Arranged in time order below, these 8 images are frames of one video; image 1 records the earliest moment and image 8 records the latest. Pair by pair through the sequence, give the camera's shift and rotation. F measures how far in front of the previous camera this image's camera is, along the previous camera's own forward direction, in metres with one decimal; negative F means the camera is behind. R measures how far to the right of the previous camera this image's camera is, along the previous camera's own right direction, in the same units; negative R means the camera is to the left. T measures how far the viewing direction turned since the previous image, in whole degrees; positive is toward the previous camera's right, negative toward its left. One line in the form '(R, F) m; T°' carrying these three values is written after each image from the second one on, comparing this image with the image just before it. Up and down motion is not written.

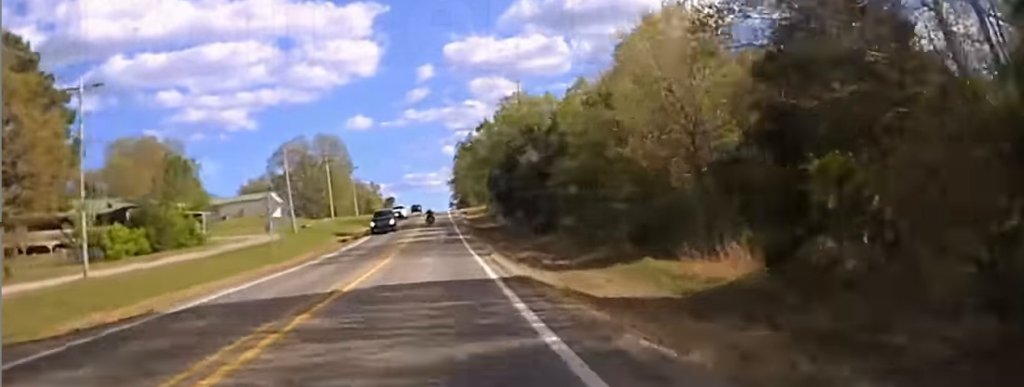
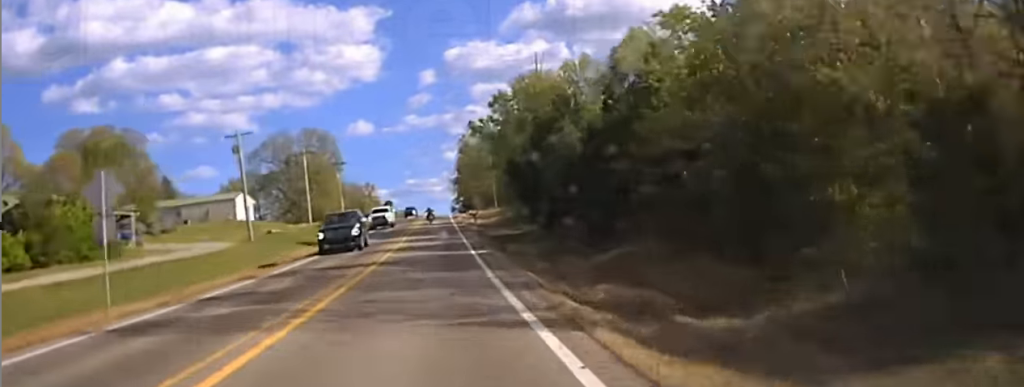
(0.0, +24.6) m; 0°
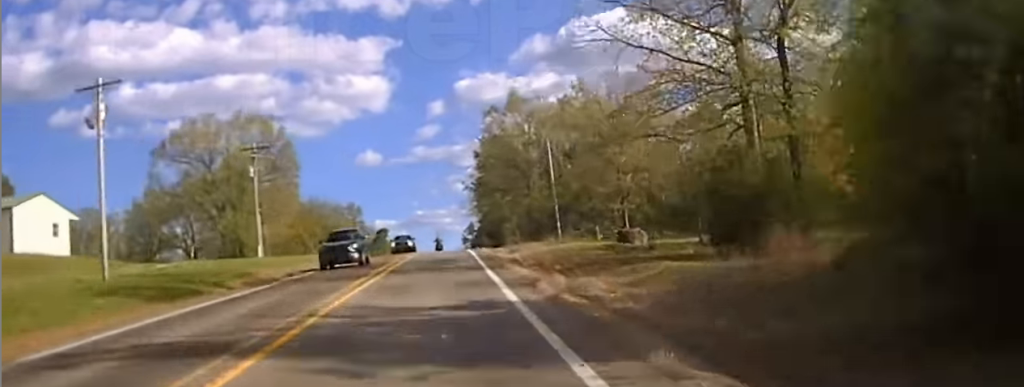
(0.0, +61.4) m; 0°
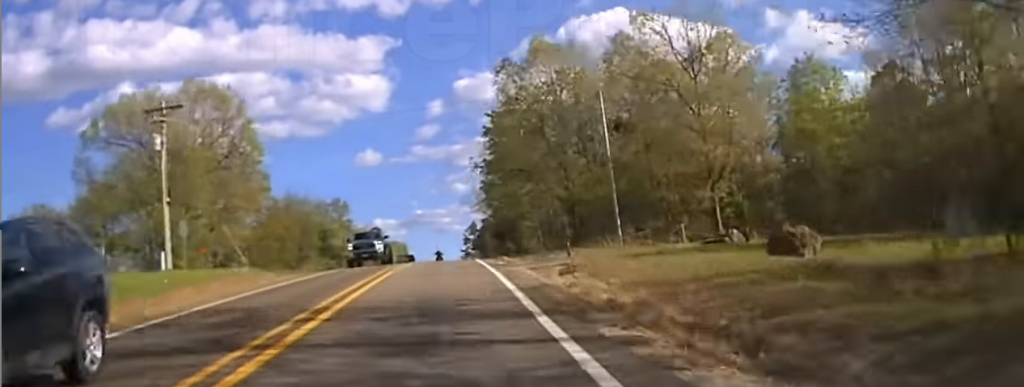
(0.0, +18.8) m; 0°
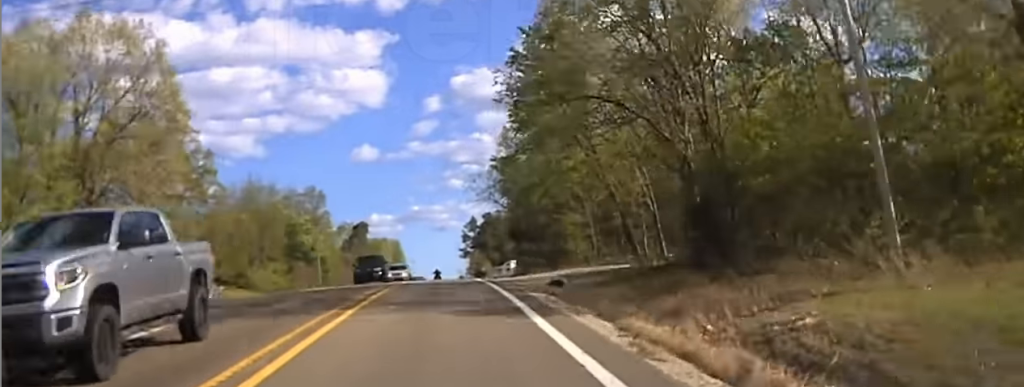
(0.0, +21.4) m; 0°
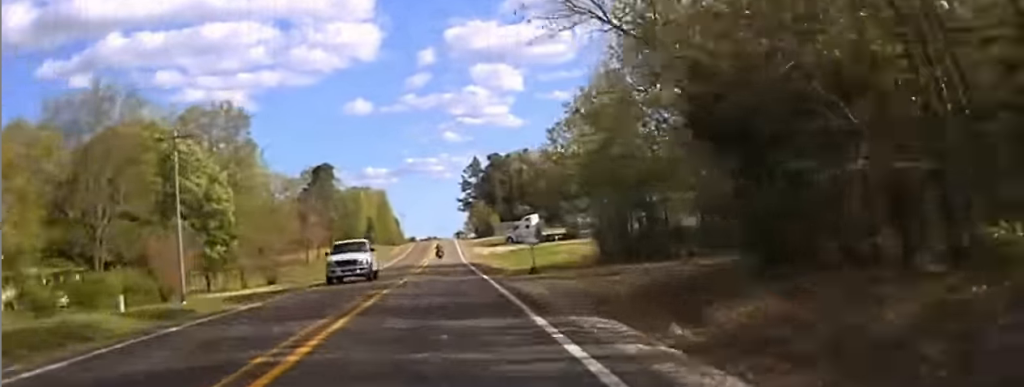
(+0.1, +43.8) m; +1°
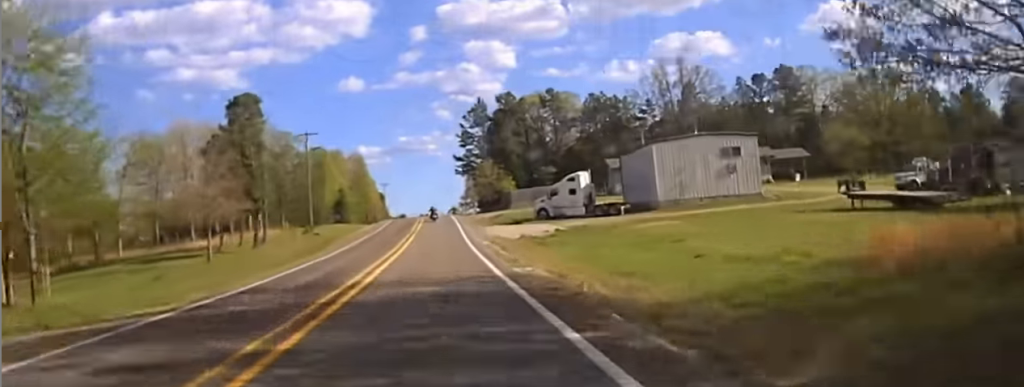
(+0.2, +45.7) m; 0°
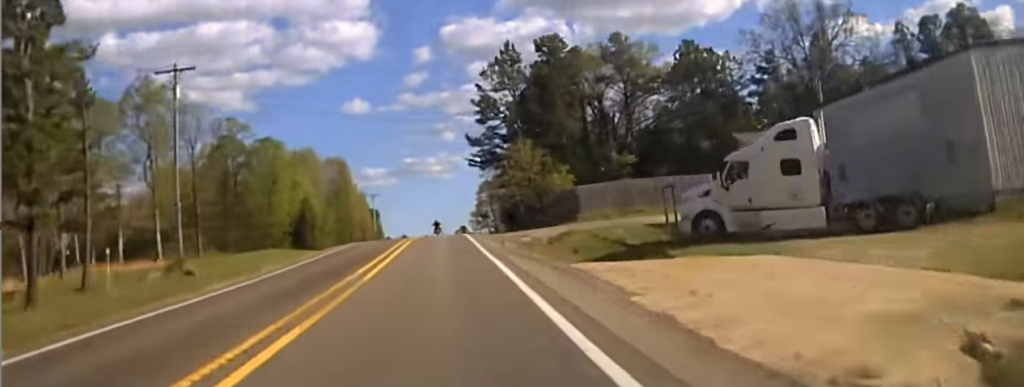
(-0.3, +44.3) m; 0°
